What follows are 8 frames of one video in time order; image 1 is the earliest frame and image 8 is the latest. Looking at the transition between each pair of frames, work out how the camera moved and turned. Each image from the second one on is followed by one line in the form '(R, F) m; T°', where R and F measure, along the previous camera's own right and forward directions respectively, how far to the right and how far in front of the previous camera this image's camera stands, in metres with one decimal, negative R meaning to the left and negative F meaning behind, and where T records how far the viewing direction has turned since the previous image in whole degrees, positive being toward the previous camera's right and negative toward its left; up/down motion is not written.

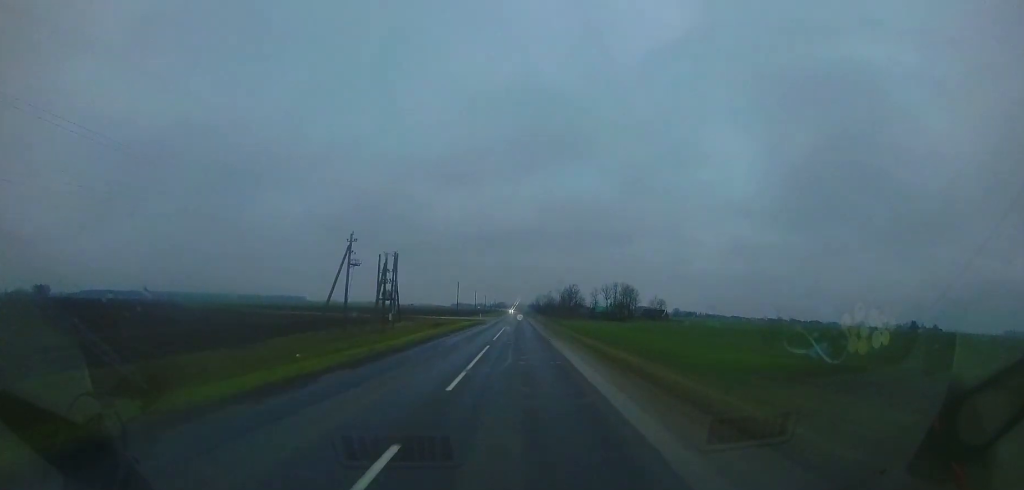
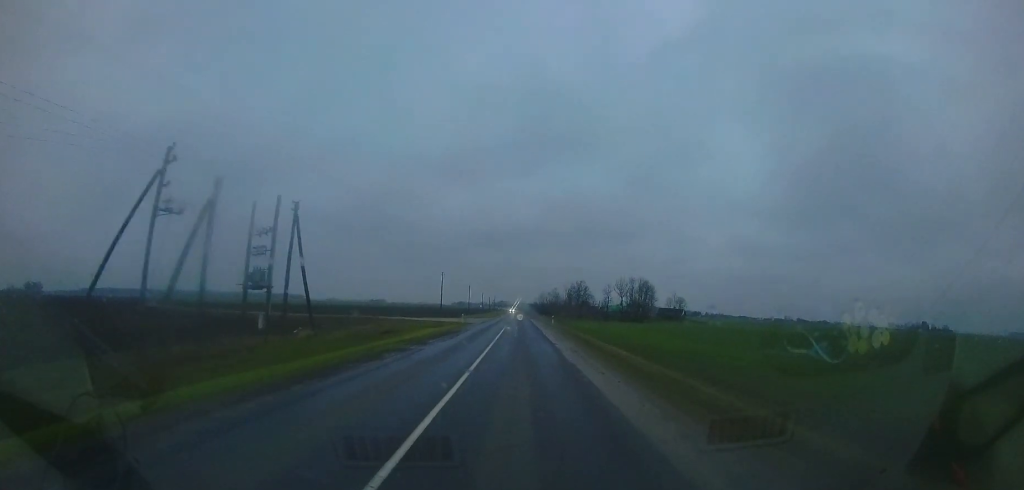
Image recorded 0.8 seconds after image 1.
(+0.2, +19.4) m; +1°
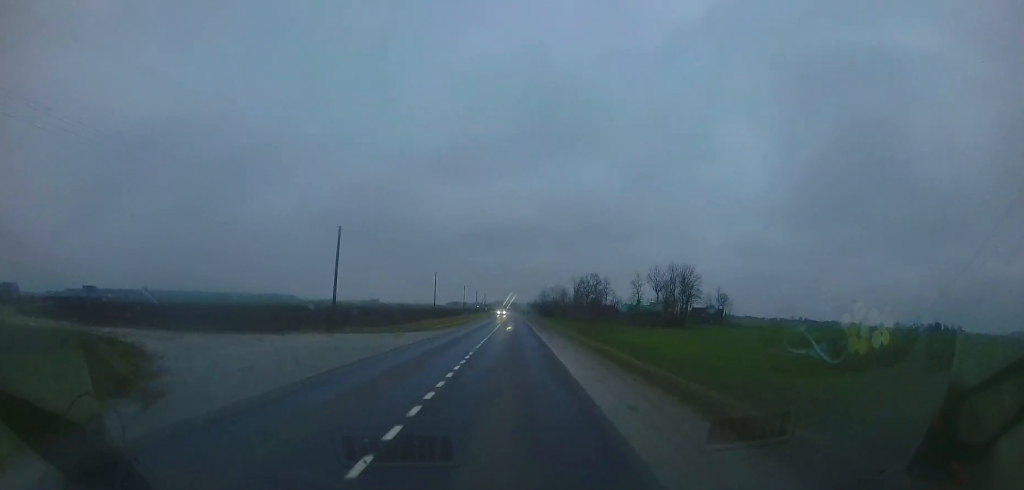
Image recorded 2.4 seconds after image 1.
(+0.3, +37.7) m; -1°
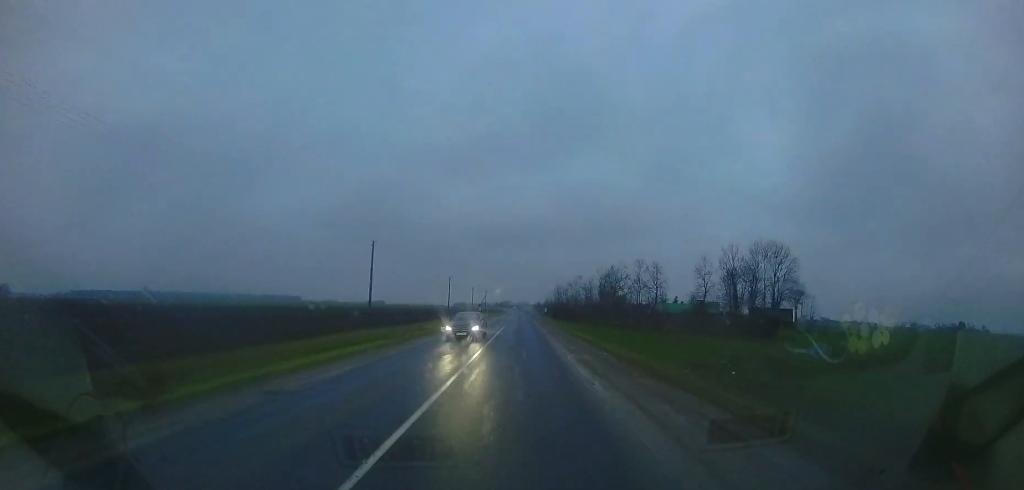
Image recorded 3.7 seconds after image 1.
(-0.8, +31.7) m; -1°
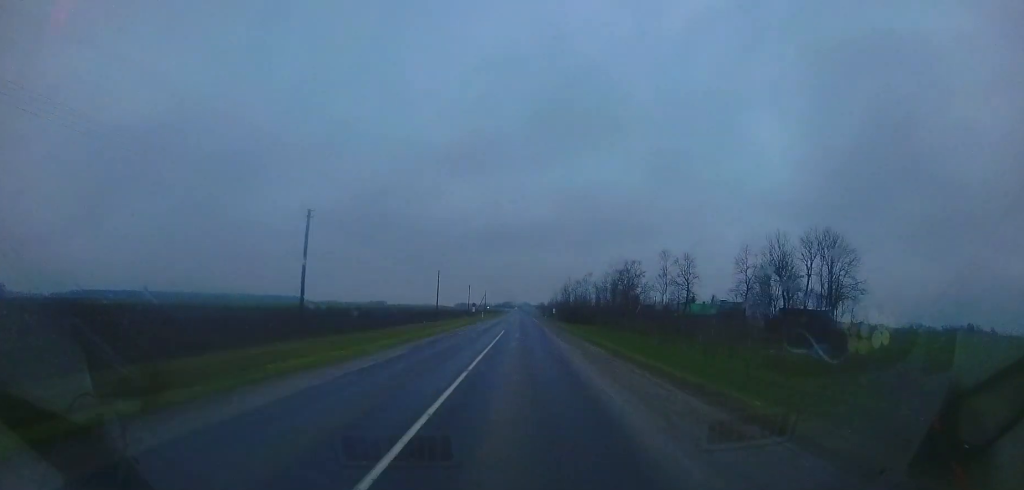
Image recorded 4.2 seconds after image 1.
(0.0, +11.9) m; 0°
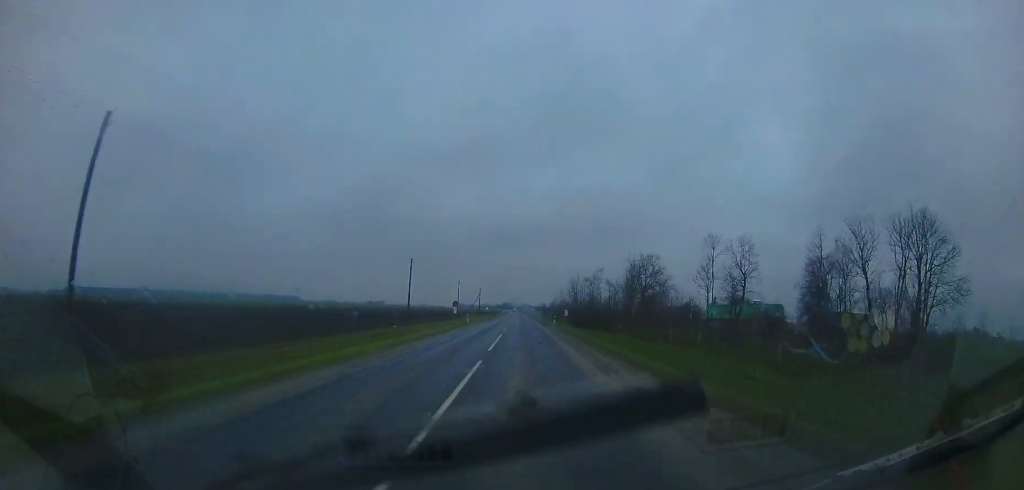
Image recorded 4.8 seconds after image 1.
(+0.5, +15.1) m; 0°
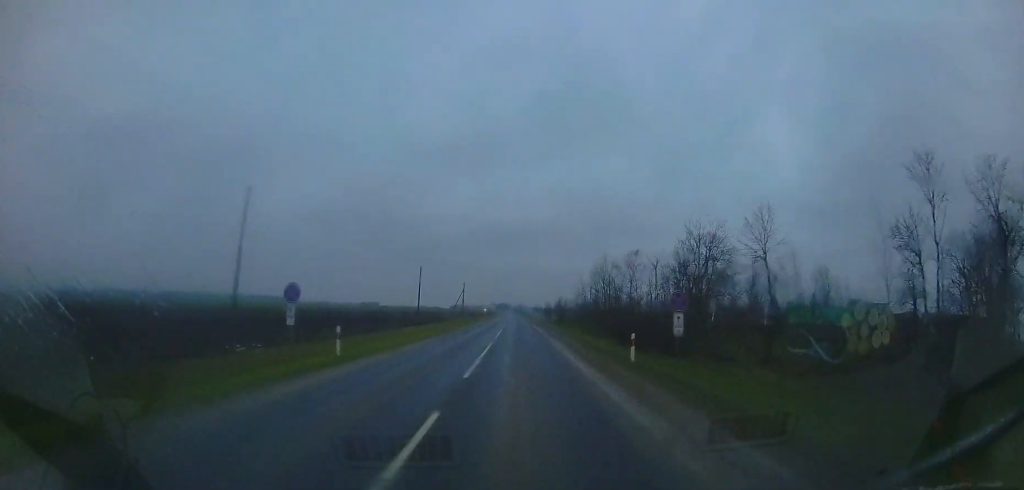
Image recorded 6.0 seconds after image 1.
(-0.3, +29.1) m; 0°
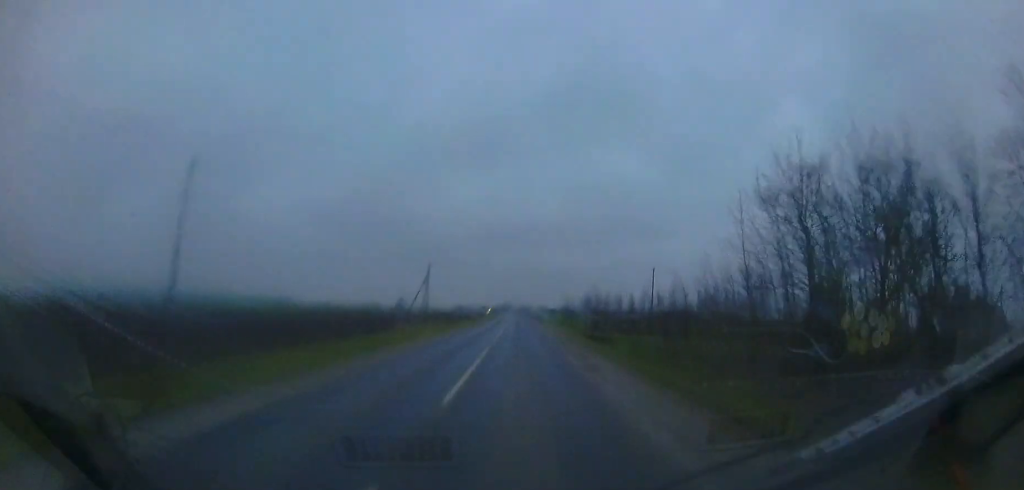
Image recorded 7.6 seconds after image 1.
(+0.5, +38.9) m; 0°
